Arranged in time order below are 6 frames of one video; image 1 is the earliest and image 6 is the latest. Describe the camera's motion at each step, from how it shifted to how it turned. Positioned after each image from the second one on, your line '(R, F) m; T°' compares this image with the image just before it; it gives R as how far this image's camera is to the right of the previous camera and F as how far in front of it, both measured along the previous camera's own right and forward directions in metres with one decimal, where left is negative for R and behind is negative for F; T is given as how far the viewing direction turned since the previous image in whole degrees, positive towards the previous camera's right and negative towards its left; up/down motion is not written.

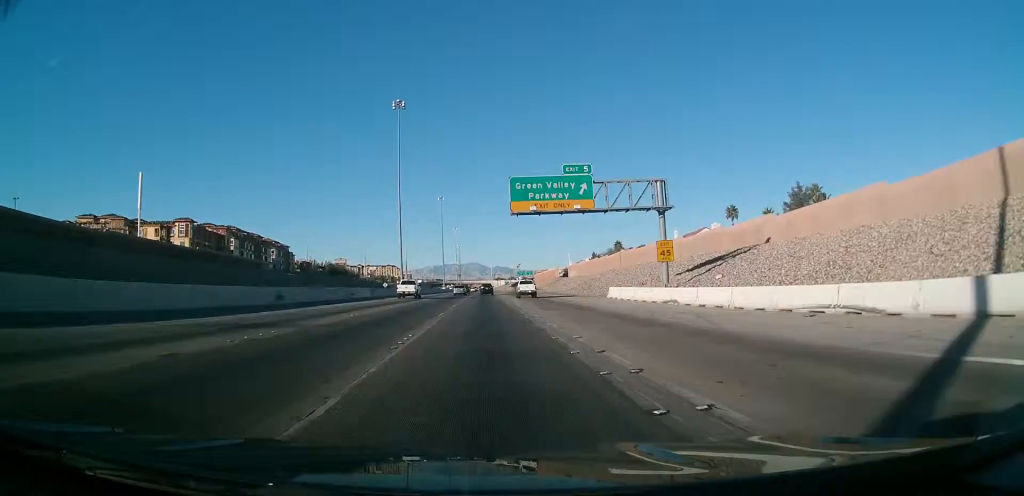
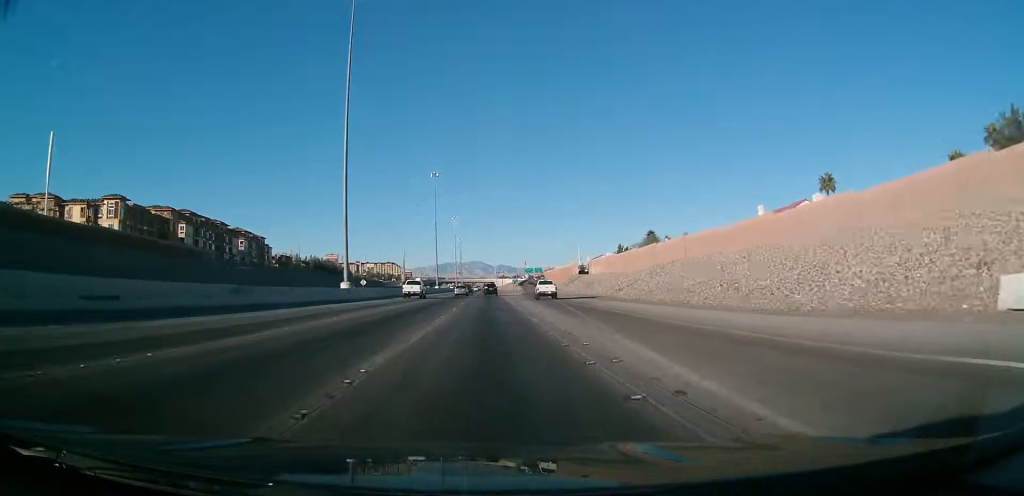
(-0.3, +43.6) m; 0°
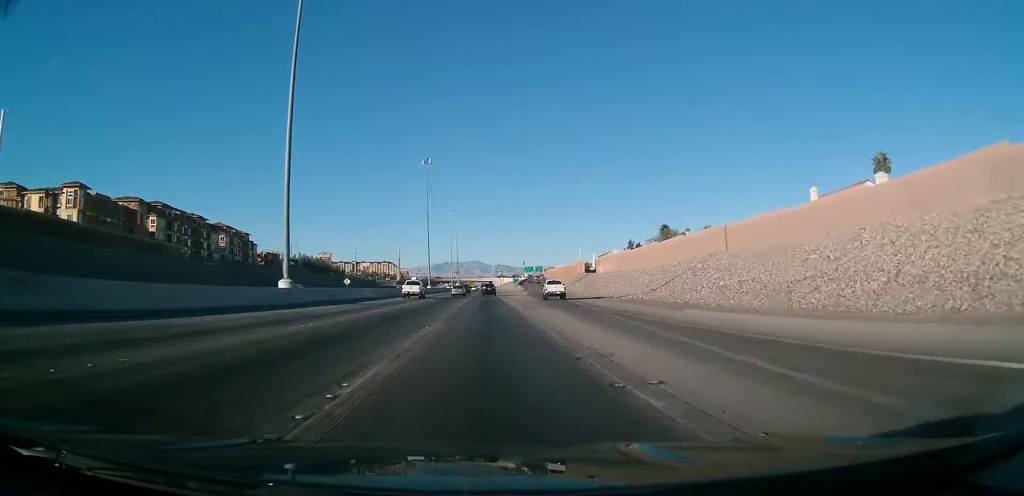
(+0.3, +18.0) m; 0°
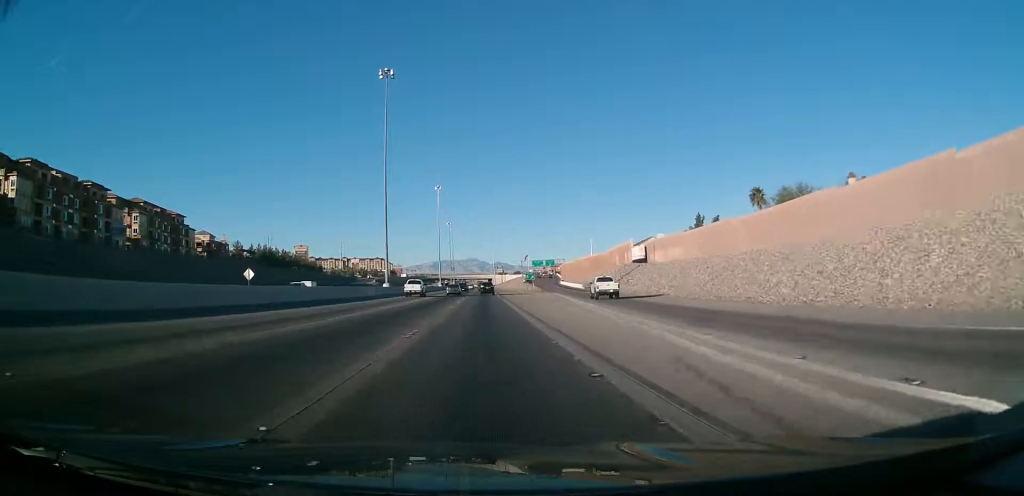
(-0.2, +64.1) m; 0°
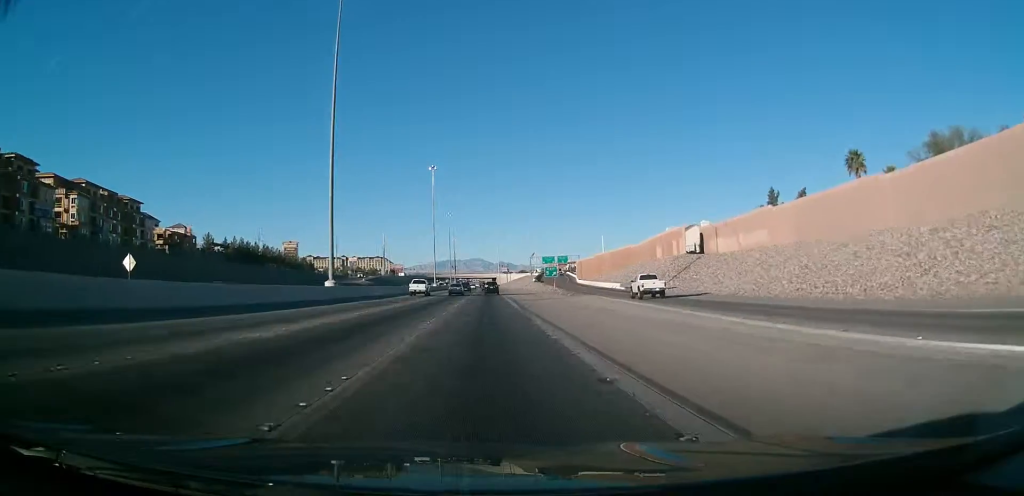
(-0.4, +33.4) m; 0°
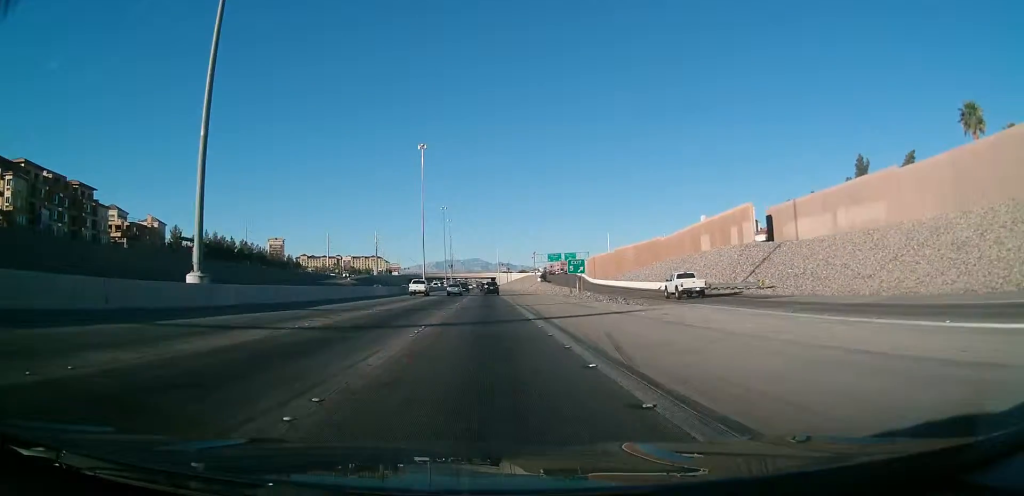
(+0.4, +26.0) m; 0°
